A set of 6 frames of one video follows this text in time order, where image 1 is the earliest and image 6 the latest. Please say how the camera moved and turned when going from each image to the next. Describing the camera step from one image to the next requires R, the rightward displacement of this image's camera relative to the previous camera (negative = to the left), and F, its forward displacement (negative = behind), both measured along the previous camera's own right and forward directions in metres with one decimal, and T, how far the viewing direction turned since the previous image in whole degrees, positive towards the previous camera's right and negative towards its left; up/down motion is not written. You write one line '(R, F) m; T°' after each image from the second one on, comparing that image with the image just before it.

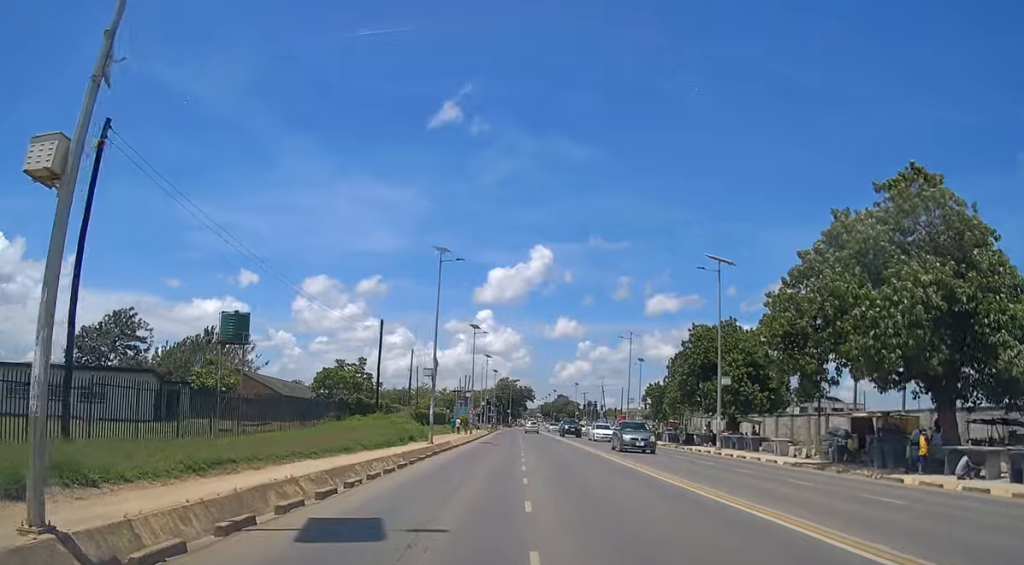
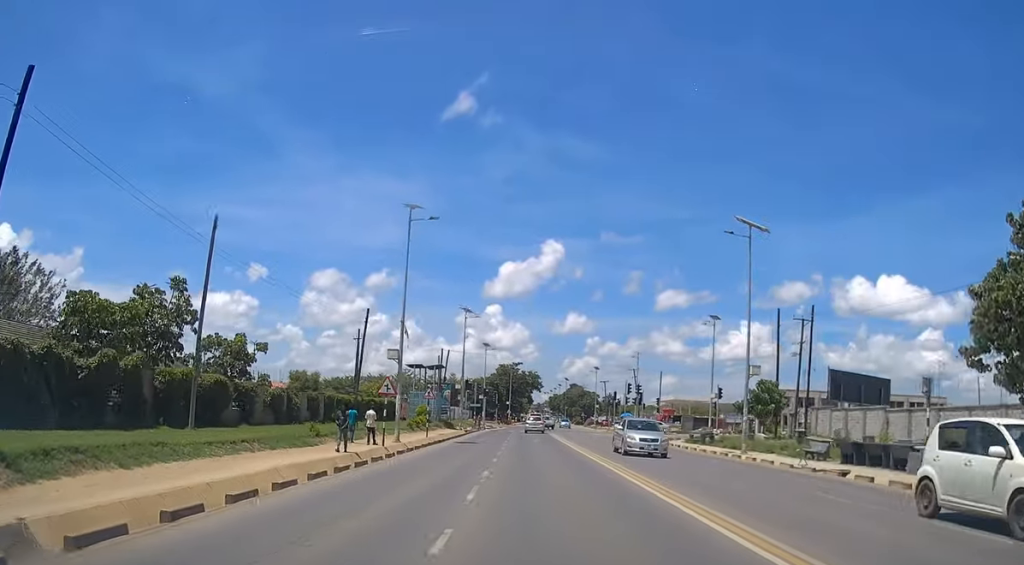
(+0.1, +44.6) m; 0°
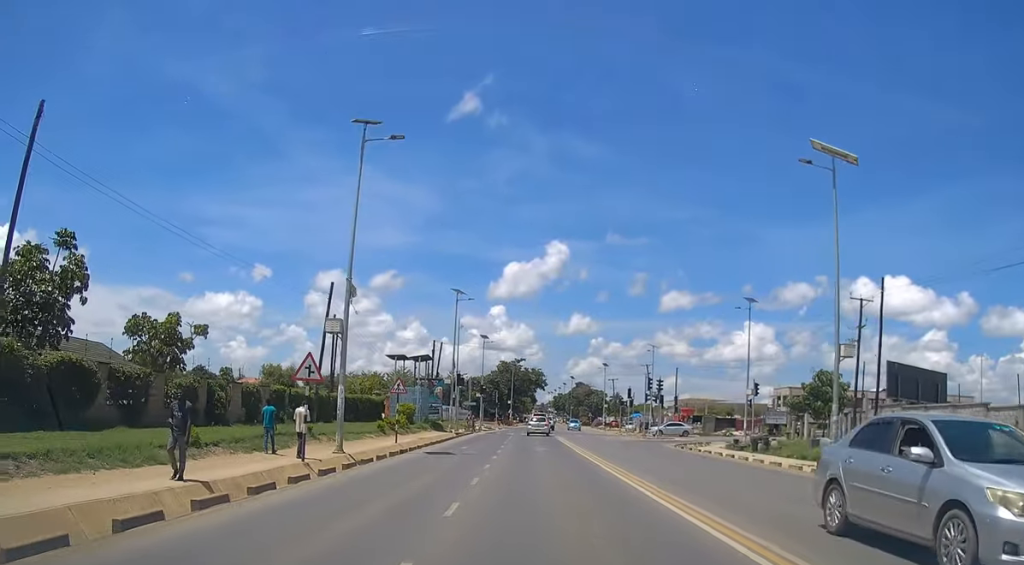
(0.0, +10.9) m; 0°
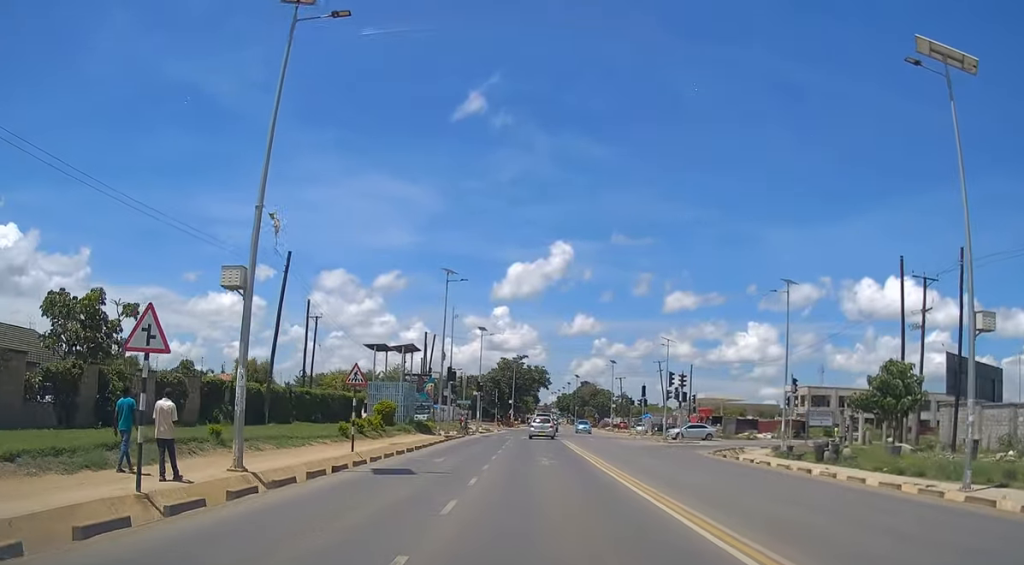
(0.0, +8.7) m; -1°
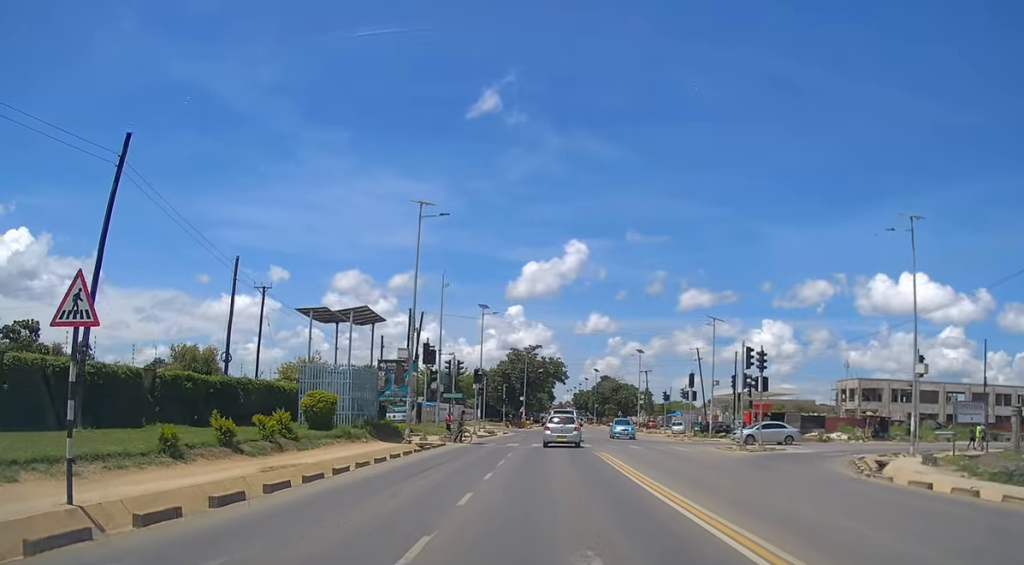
(-0.2, +16.8) m; -2°
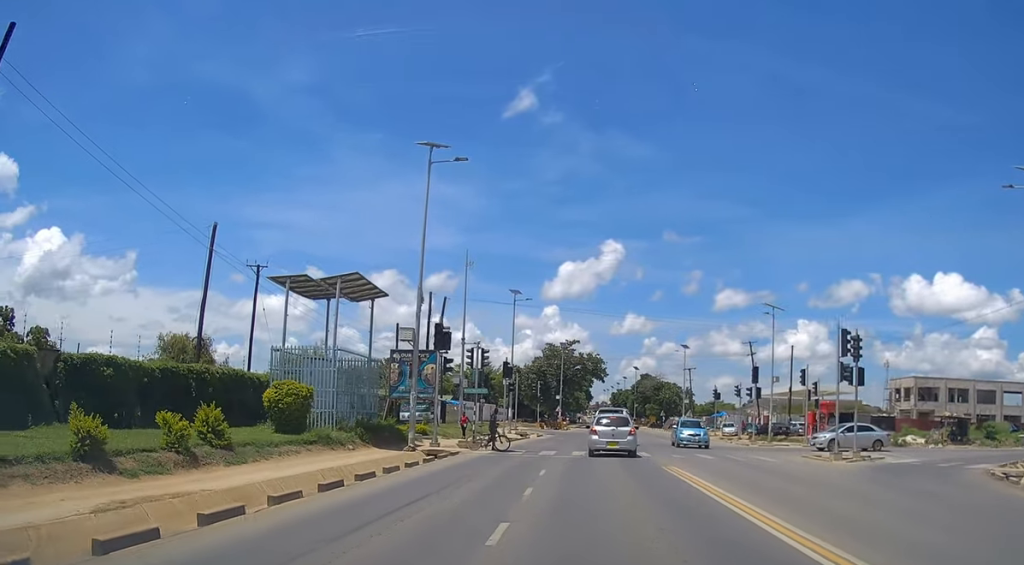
(-0.2, +7.4) m; -2°
